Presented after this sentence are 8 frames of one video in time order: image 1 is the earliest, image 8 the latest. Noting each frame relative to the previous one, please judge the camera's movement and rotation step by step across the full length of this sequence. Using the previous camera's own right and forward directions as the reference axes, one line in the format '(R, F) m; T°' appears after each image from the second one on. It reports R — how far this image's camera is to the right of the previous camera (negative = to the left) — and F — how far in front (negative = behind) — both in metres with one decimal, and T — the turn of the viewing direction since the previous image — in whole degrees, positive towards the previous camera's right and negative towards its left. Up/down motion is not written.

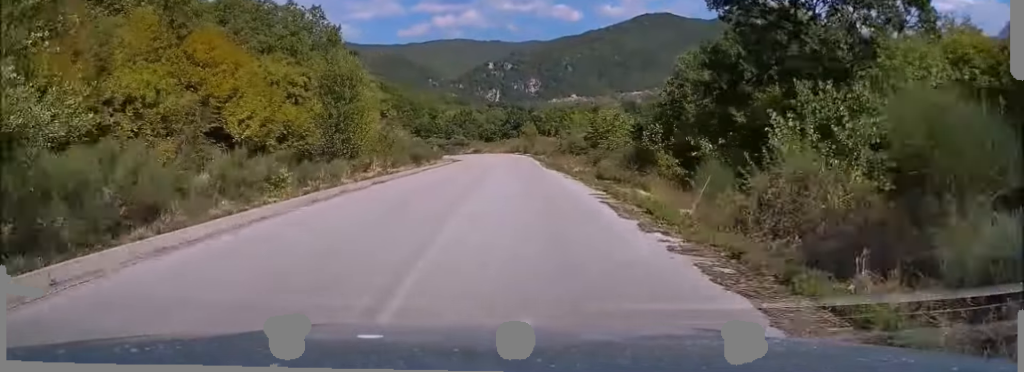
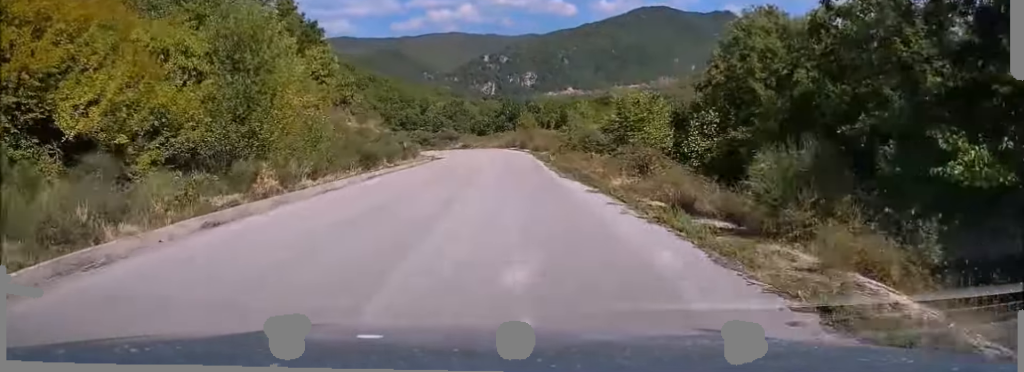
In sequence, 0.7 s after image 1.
(0.0, +14.7) m; 0°
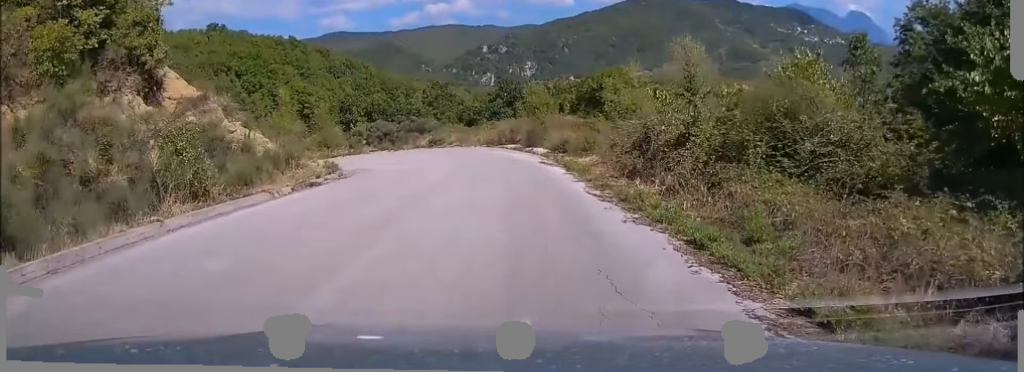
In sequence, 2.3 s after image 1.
(+0.2, +32.8) m; -1°
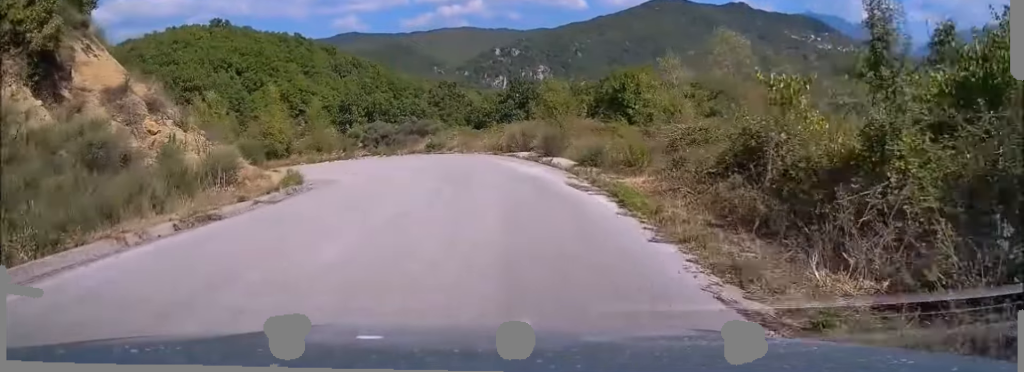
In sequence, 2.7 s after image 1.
(+0.2, +7.6) m; -1°
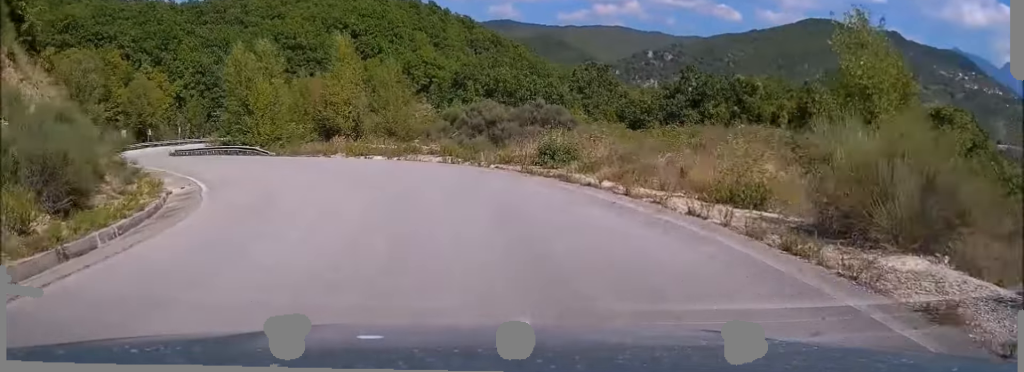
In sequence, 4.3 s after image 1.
(-2.3, +24.8) m; -14°
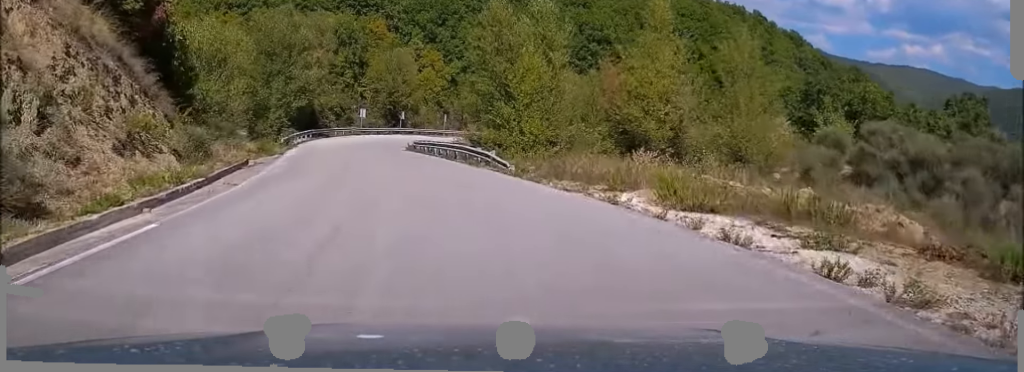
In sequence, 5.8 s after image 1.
(-3.9, +20.7) m; -25°
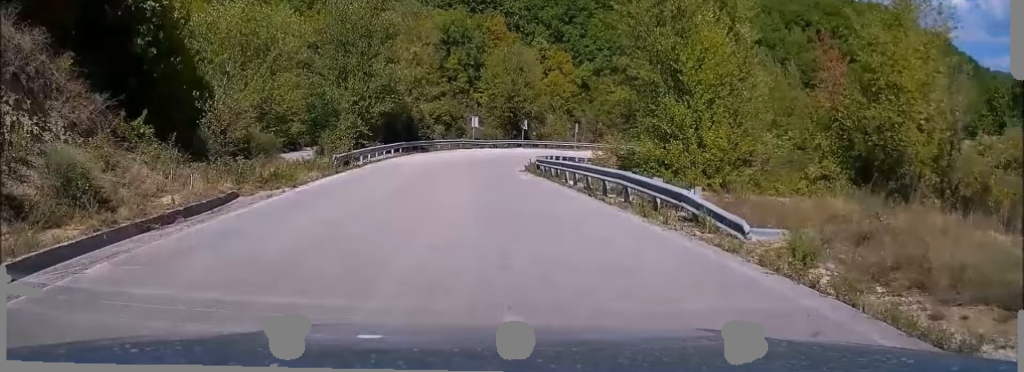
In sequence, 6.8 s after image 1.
(-1.7, +13.4) m; -11°
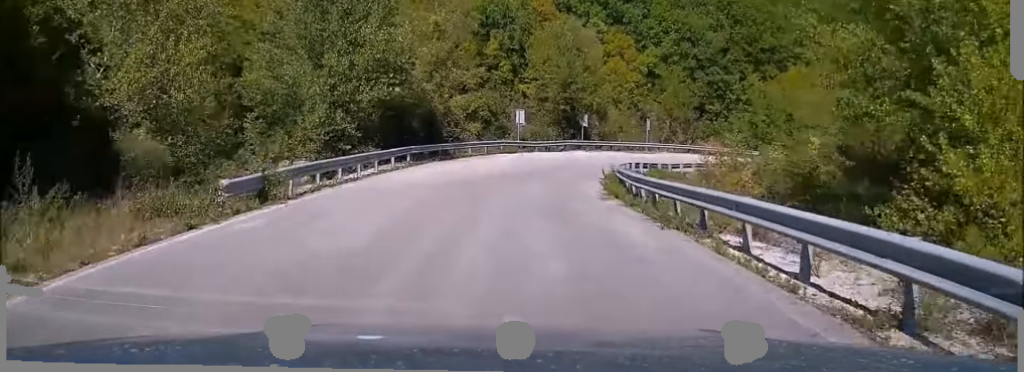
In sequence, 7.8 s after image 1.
(-0.8, +14.2) m; -2°
